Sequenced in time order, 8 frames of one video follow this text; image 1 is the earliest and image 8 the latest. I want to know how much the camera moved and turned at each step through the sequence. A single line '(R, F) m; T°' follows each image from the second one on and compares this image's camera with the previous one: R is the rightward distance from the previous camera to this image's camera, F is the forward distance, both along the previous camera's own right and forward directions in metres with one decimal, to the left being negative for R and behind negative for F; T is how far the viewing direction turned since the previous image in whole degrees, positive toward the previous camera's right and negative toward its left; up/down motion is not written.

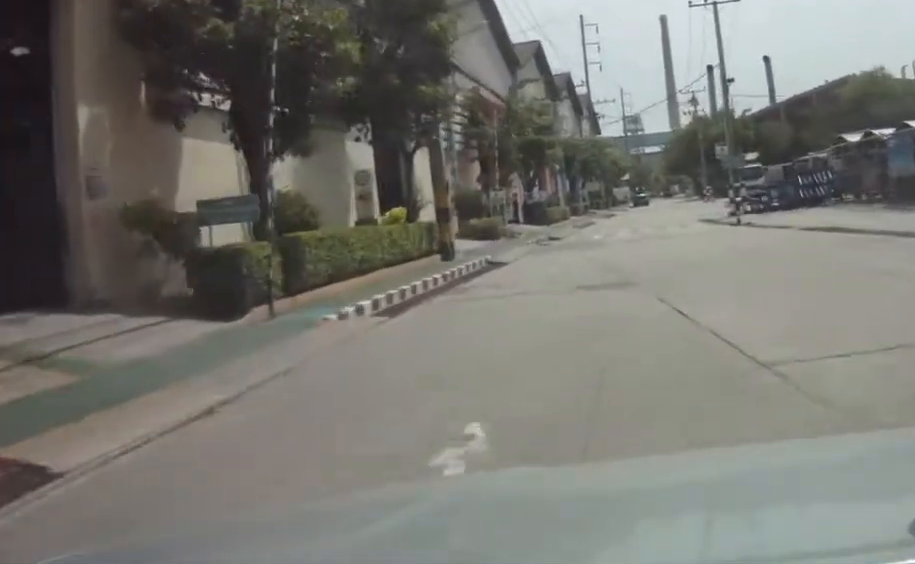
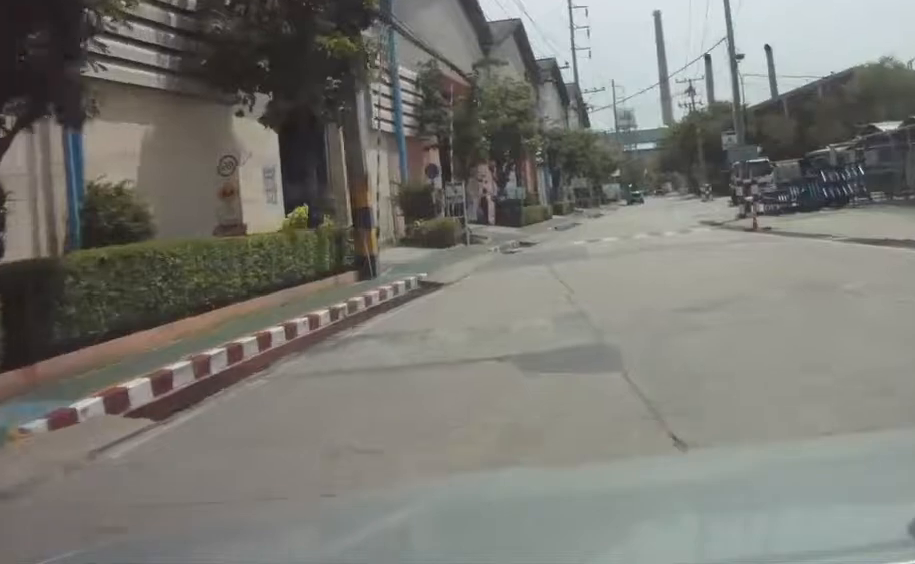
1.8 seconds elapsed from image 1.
(-0.2, +7.1) m; -2°
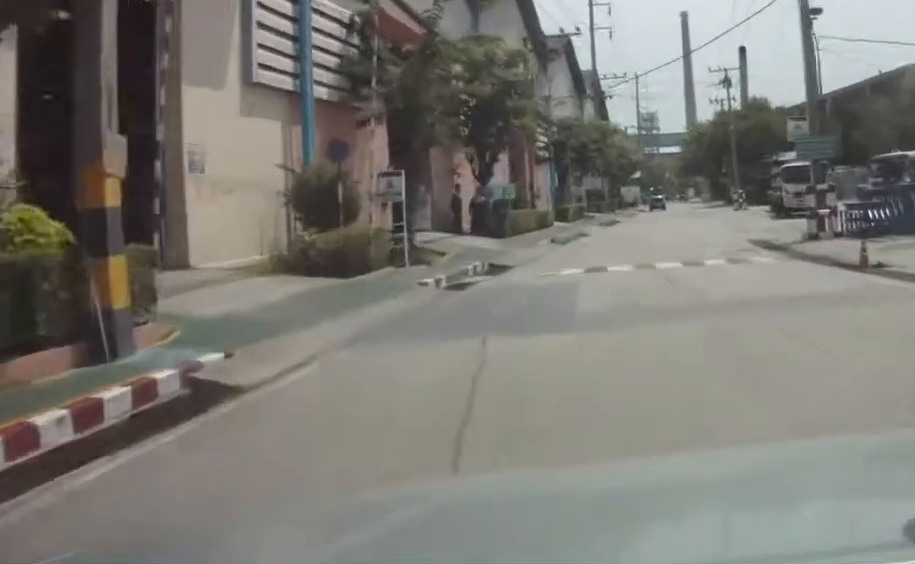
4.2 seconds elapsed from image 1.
(+0.1, +11.3) m; 0°
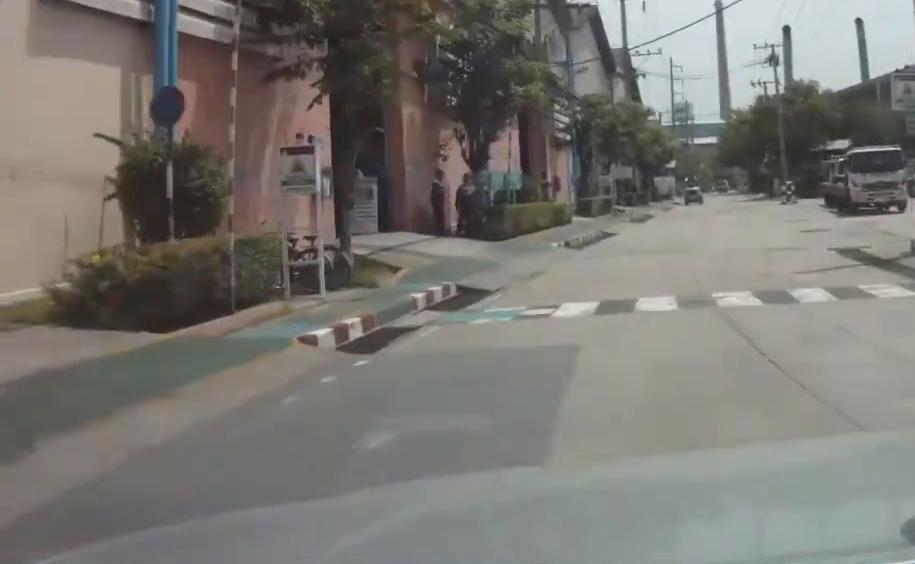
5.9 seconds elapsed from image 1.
(0.0, +9.0) m; -1°
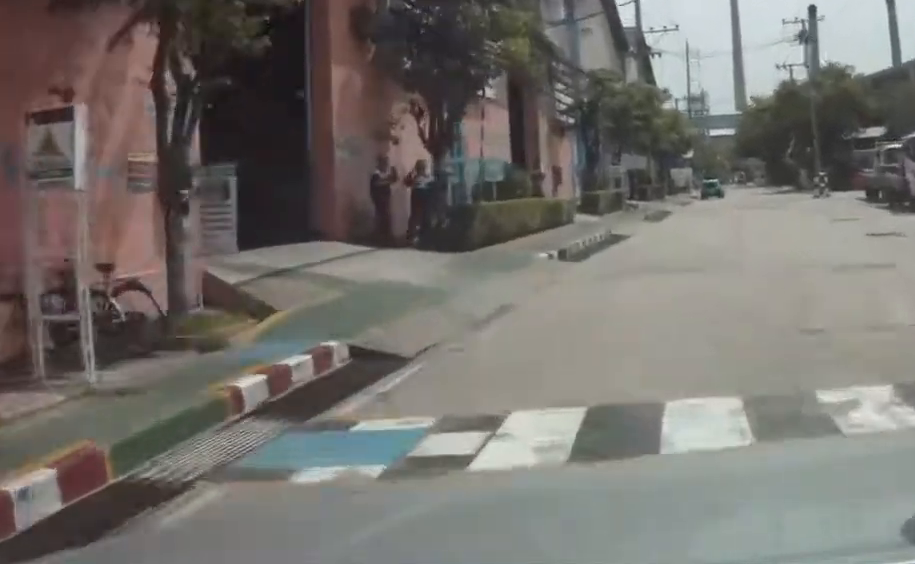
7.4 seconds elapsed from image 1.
(-0.2, +8.6) m; -4°
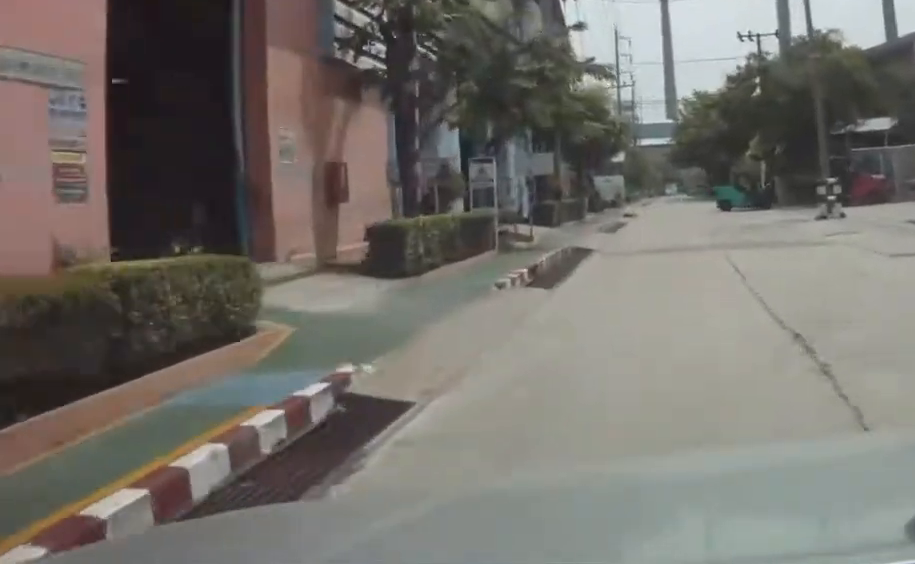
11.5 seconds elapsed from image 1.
(-1.3, +24.1) m; +3°
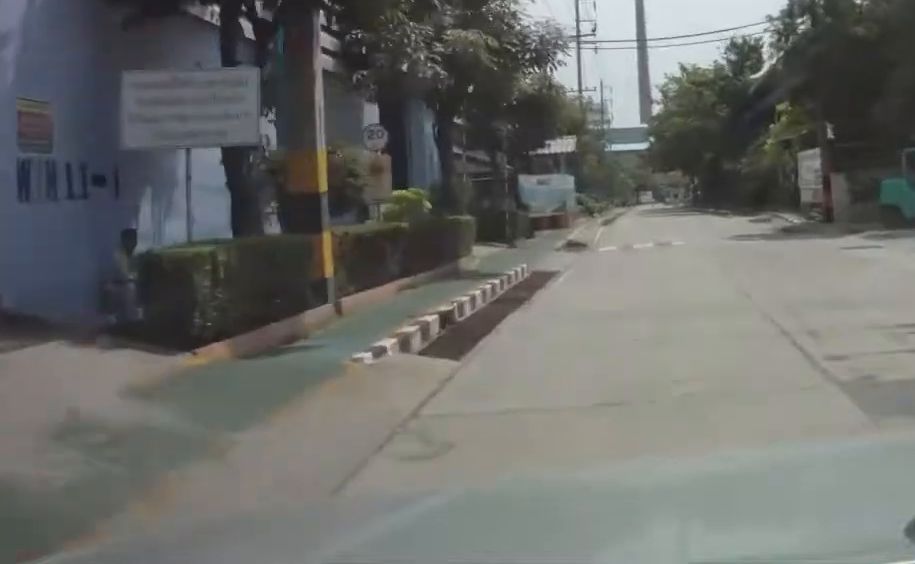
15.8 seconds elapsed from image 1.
(+2.1, +24.1) m; 0°
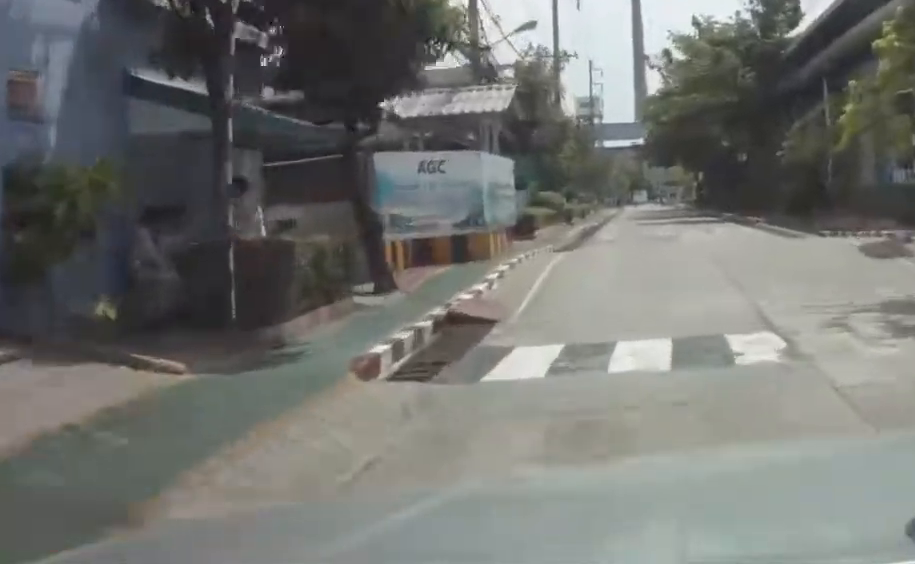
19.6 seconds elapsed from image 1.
(-0.3, +19.8) m; -1°
